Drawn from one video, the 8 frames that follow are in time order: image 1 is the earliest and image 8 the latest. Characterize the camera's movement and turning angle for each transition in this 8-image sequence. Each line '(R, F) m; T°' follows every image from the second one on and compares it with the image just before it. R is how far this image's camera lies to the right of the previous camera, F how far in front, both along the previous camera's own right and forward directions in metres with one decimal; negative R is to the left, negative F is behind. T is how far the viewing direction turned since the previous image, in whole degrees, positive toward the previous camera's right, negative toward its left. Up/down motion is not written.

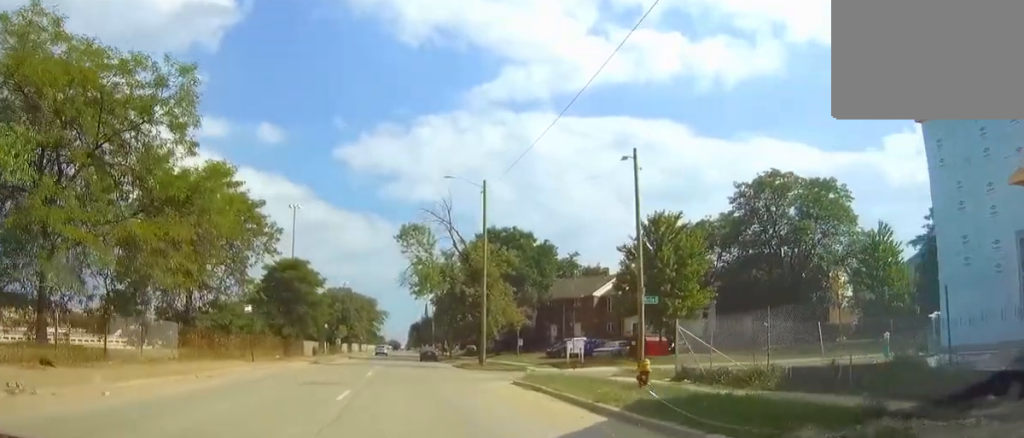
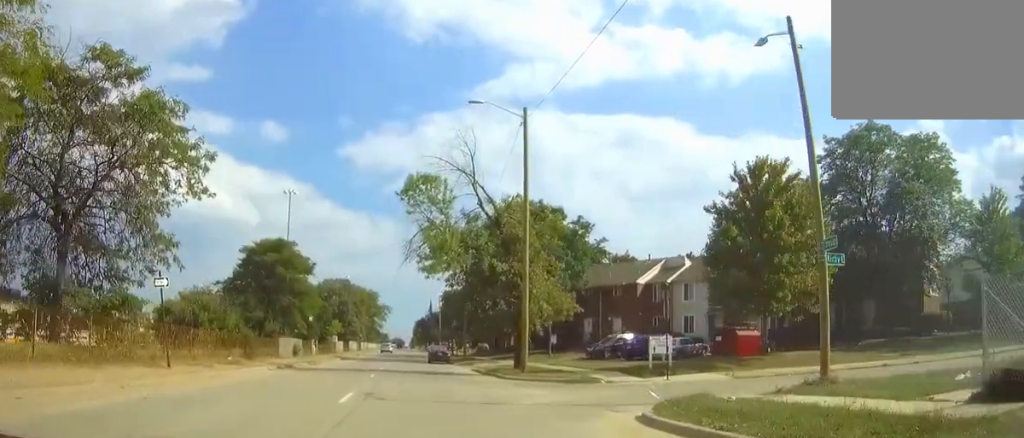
(-0.1, +13.2) m; -1°
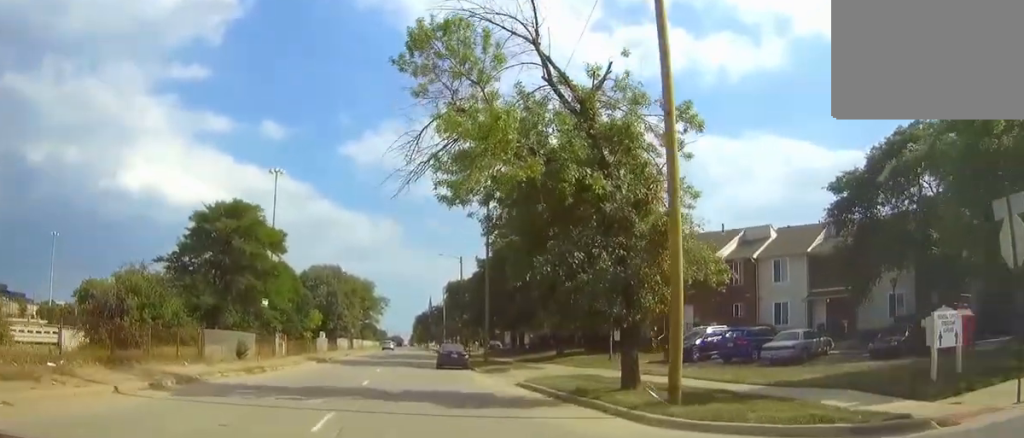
(-0.1, +16.1) m; 0°
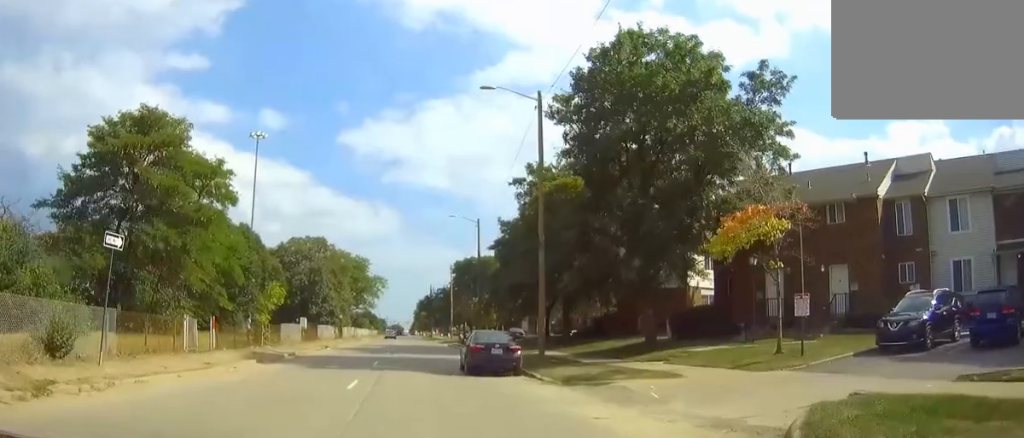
(0.0, +17.4) m; 0°
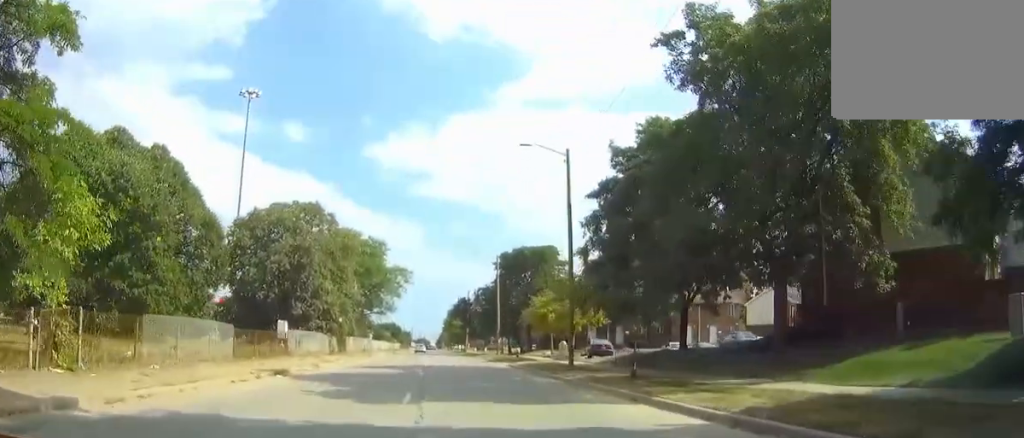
(-0.6, +24.7) m; -2°
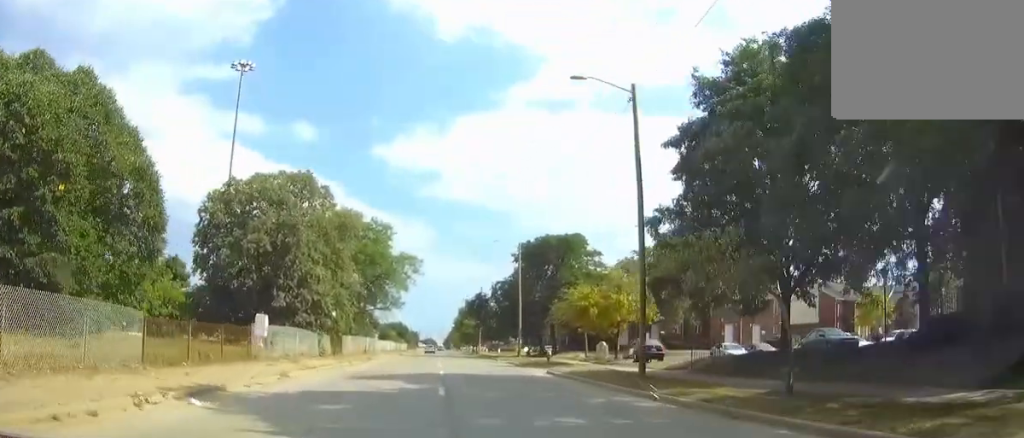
(+0.1, +9.1) m; +1°
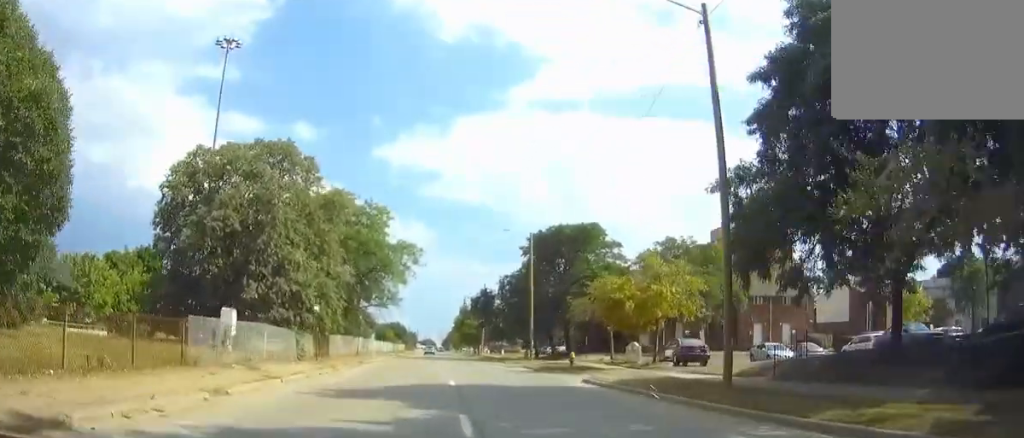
(0.0, +7.1) m; +1°
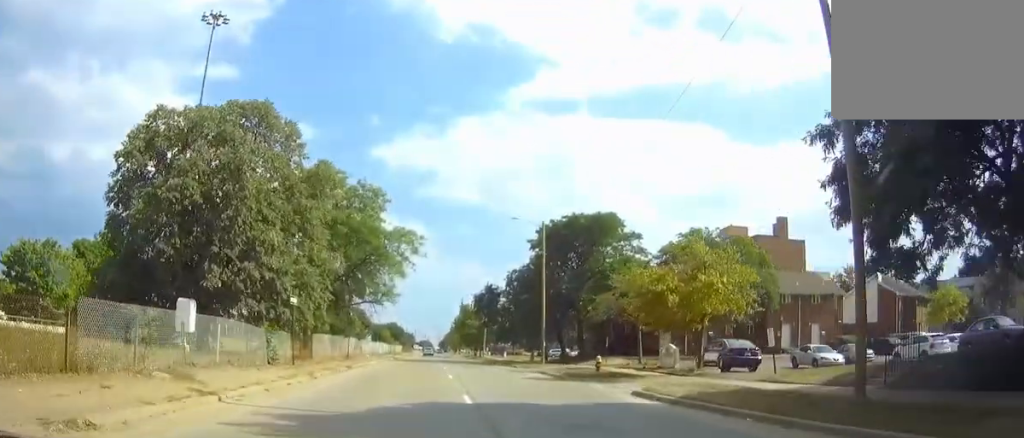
(0.0, +6.0) m; +1°
